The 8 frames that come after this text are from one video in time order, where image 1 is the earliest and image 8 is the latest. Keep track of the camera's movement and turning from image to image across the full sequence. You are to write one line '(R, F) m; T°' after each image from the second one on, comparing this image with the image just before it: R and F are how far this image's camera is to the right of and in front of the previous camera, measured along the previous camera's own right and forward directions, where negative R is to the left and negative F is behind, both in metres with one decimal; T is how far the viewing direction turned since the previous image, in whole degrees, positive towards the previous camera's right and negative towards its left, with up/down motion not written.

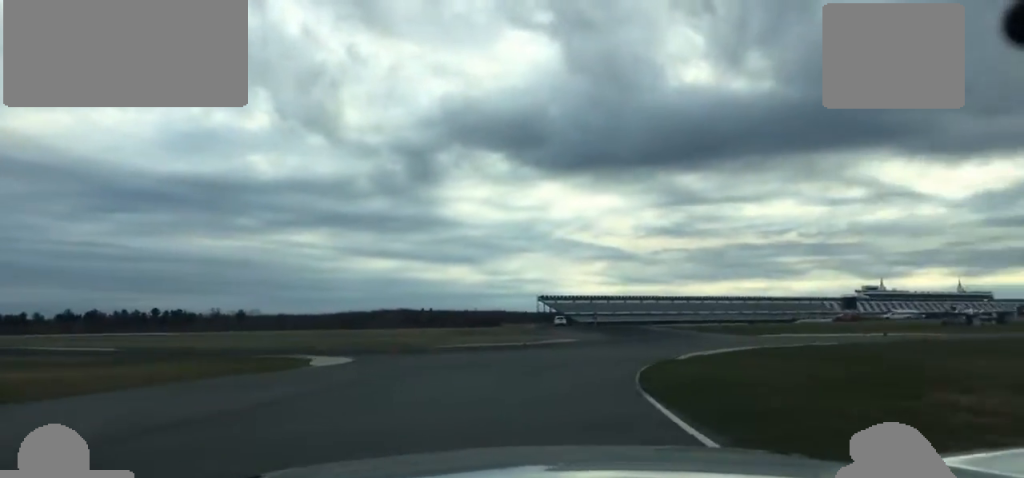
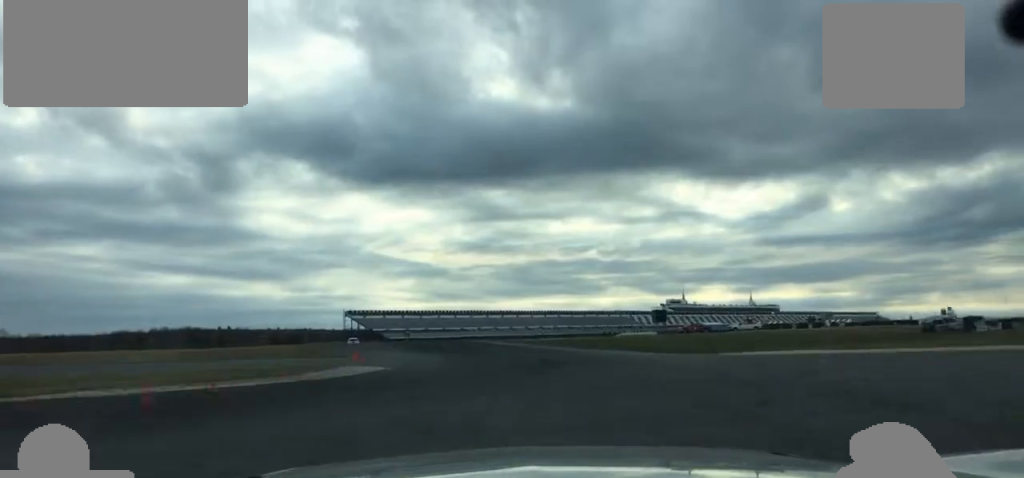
(+4.8, +35.2) m; +9°
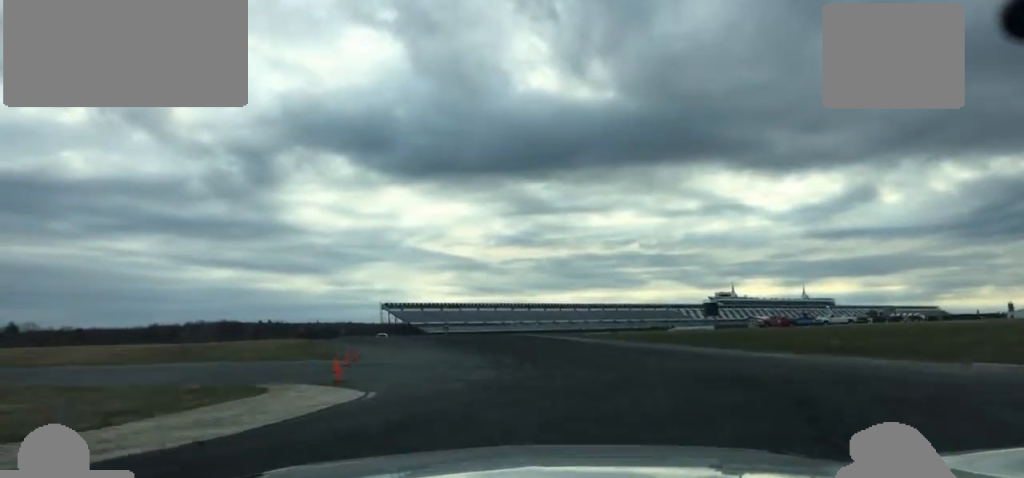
(-0.2, +21.6) m; -1°
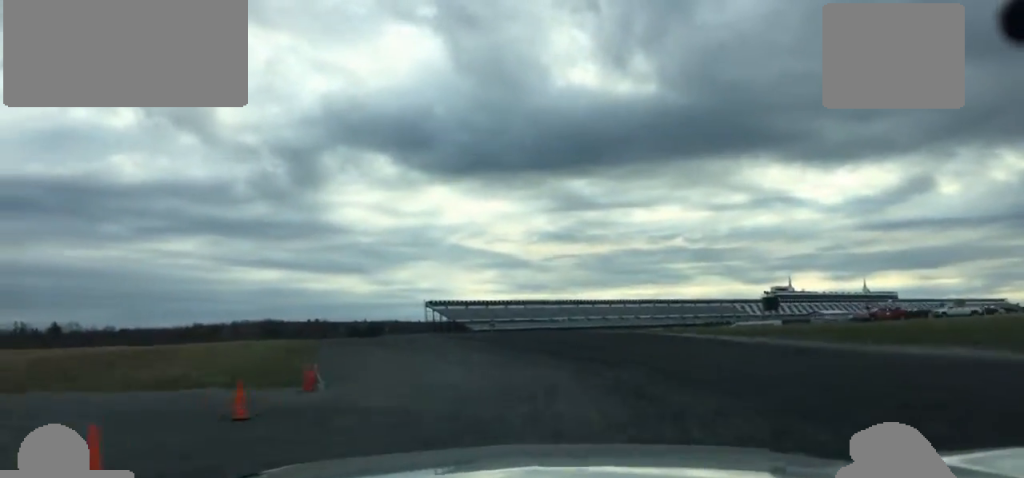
(-0.2, +19.5) m; -2°
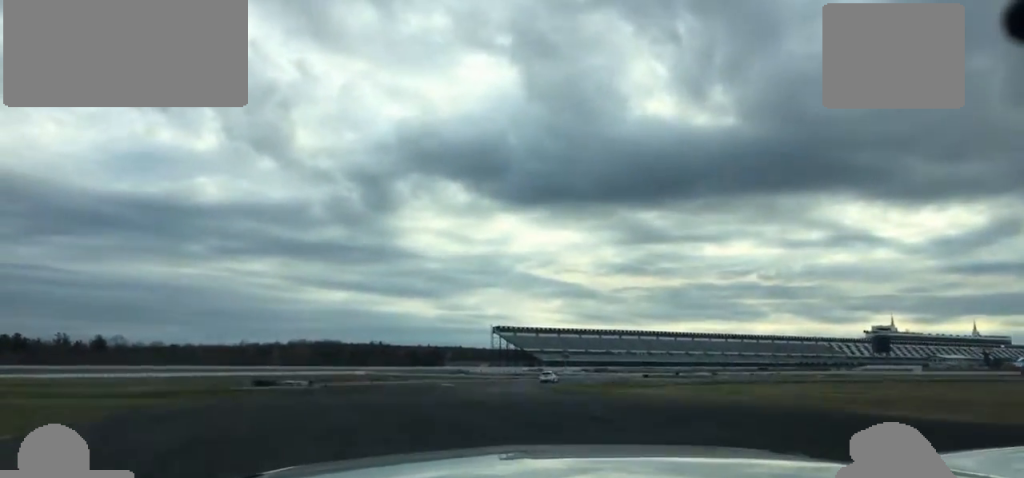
(-1.5, +39.0) m; -4°
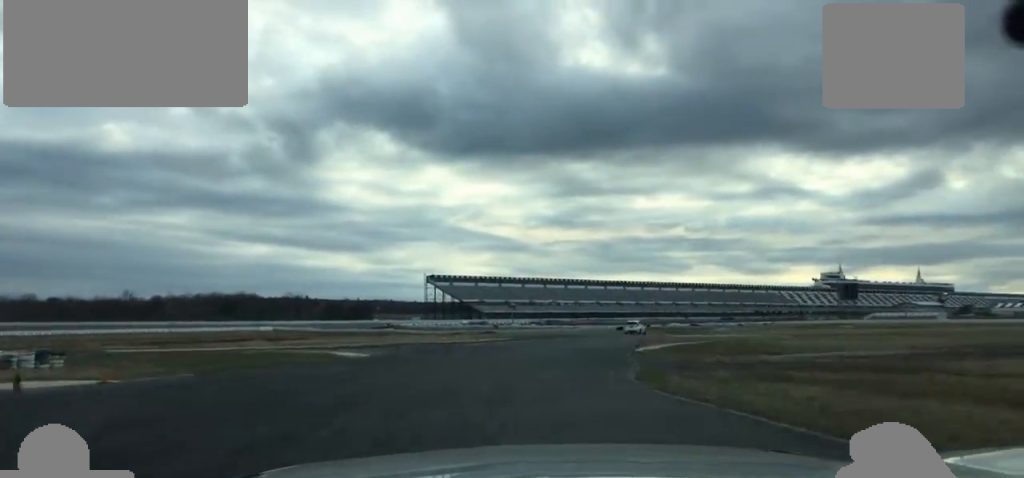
(+0.9, +52.2) m; +5°
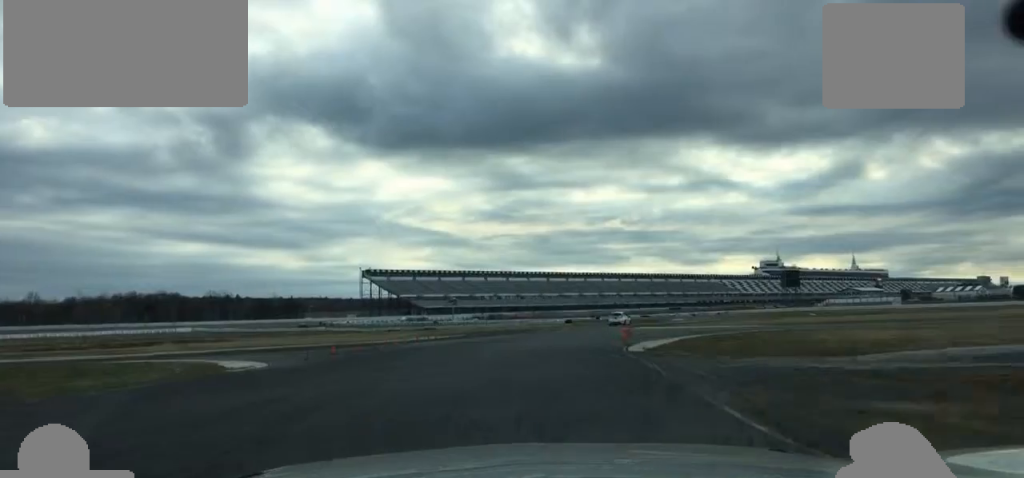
(-0.2, +12.3) m; +2°
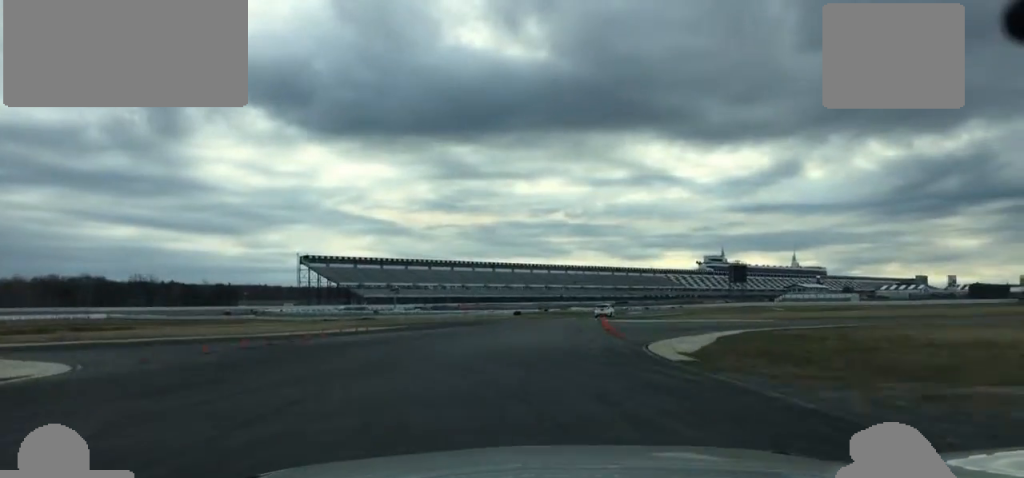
(+0.8, +13.3) m; +3°
